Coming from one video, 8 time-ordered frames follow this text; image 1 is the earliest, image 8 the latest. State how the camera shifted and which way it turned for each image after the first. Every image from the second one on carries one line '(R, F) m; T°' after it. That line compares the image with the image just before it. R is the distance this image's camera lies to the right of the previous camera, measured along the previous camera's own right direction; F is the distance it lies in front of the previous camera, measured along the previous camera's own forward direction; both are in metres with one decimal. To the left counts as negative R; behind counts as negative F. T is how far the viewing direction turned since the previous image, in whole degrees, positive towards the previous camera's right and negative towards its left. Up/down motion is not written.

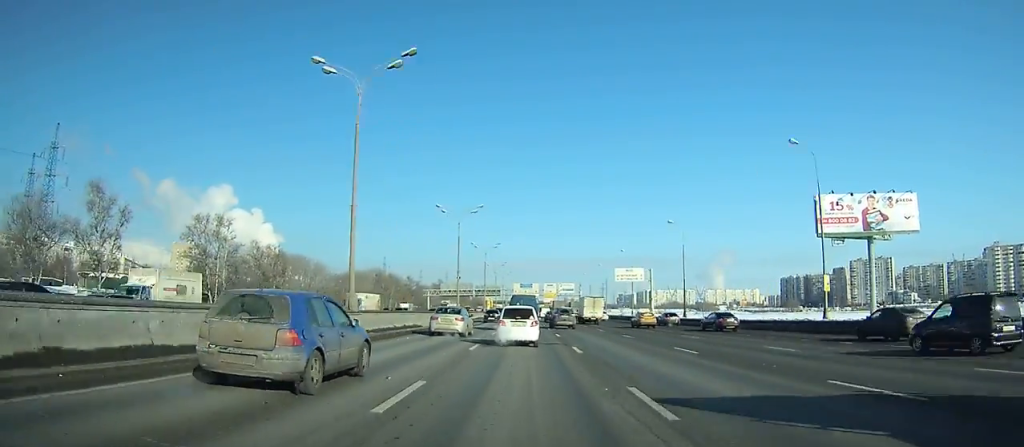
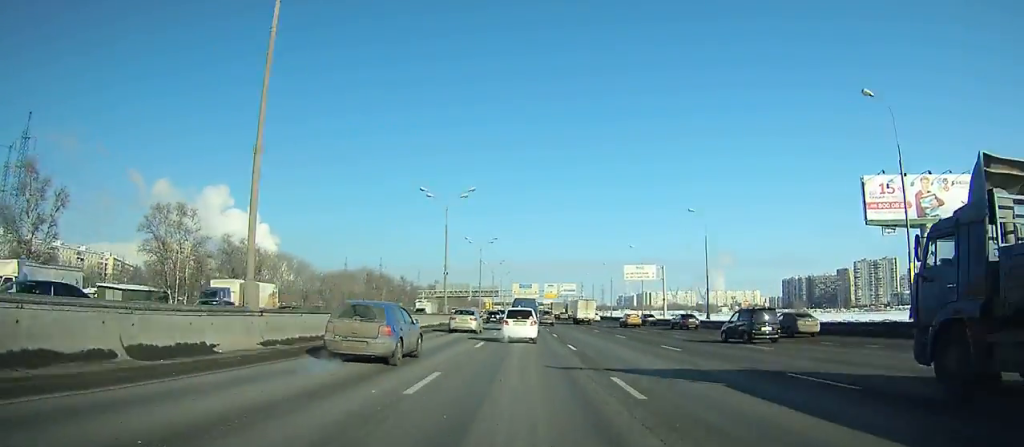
(0.0, +10.6) m; 0°
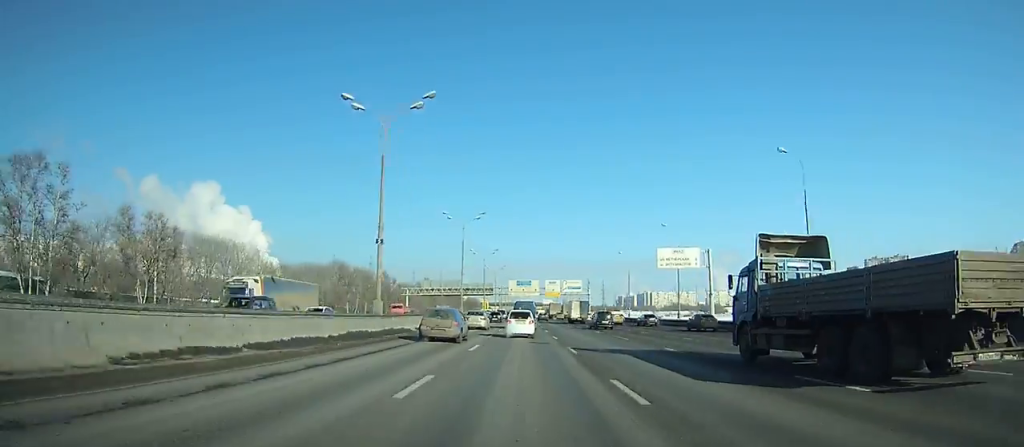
(-0.1, +24.6) m; 0°
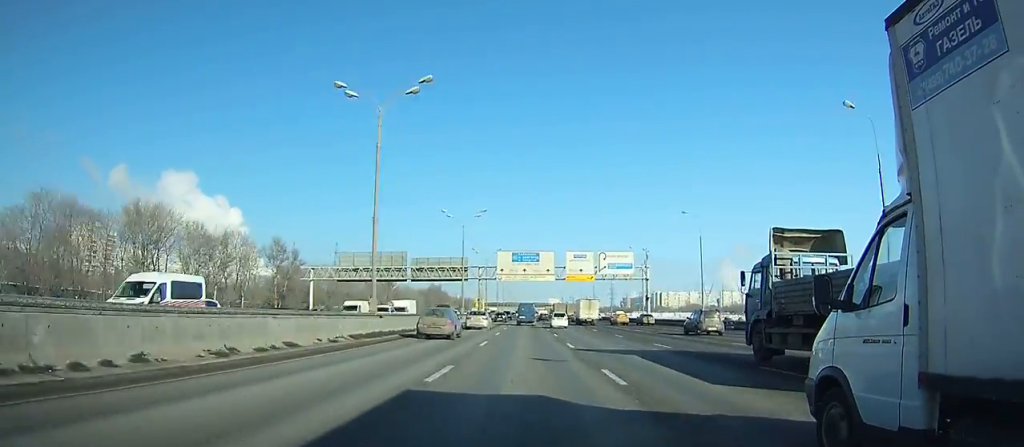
(+0.3, +84.1) m; 0°
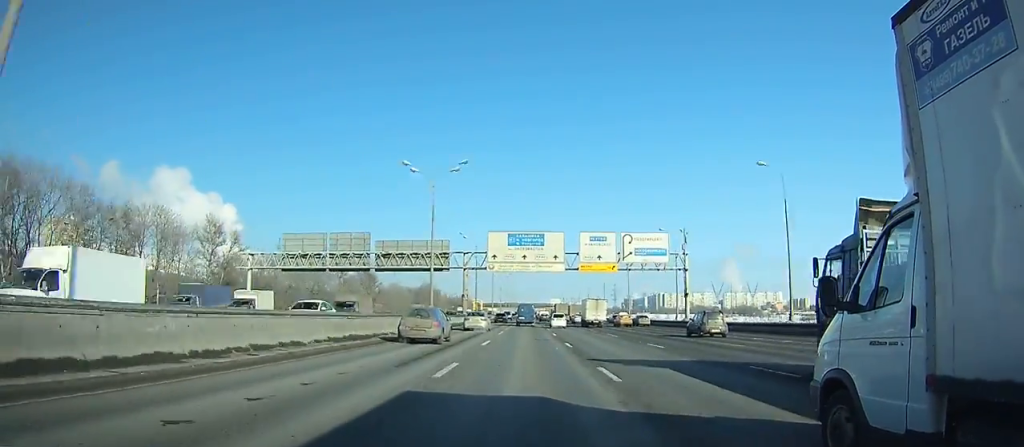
(-0.1, +22.8) m; 0°
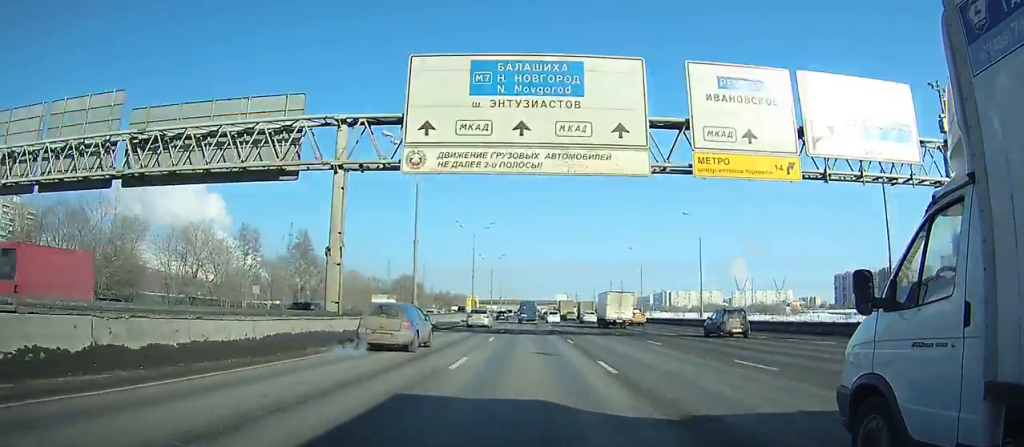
(-0.1, +48.5) m; 0°
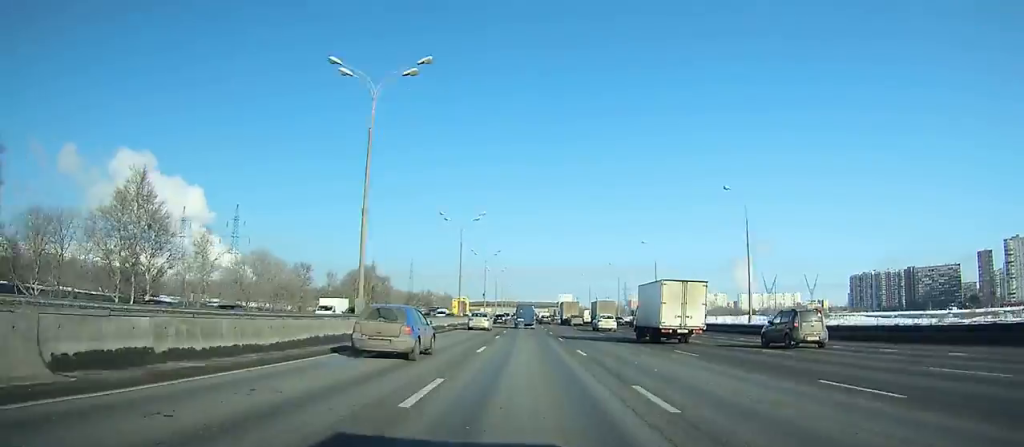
(+0.2, +53.2) m; 0°
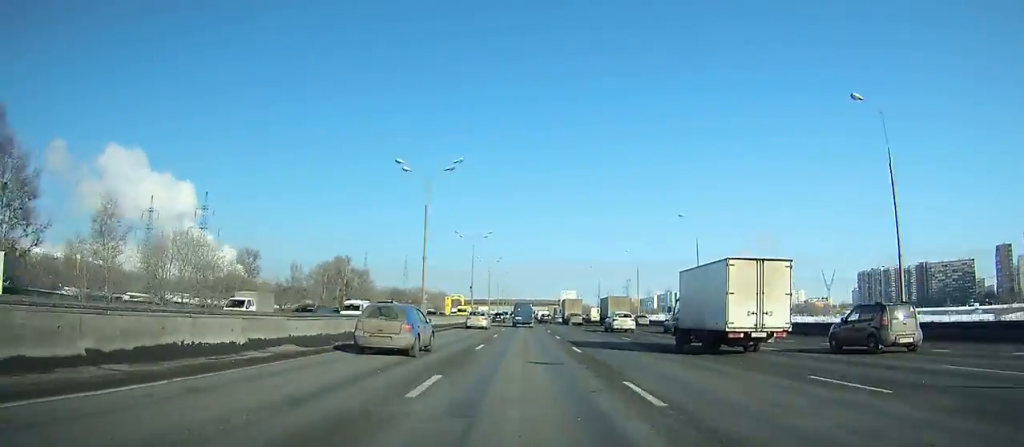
(0.0, +23.1) m; 0°
